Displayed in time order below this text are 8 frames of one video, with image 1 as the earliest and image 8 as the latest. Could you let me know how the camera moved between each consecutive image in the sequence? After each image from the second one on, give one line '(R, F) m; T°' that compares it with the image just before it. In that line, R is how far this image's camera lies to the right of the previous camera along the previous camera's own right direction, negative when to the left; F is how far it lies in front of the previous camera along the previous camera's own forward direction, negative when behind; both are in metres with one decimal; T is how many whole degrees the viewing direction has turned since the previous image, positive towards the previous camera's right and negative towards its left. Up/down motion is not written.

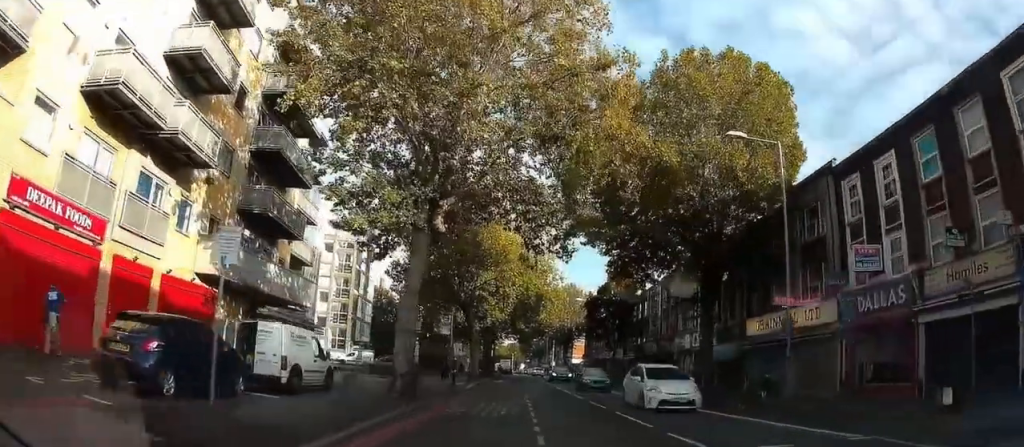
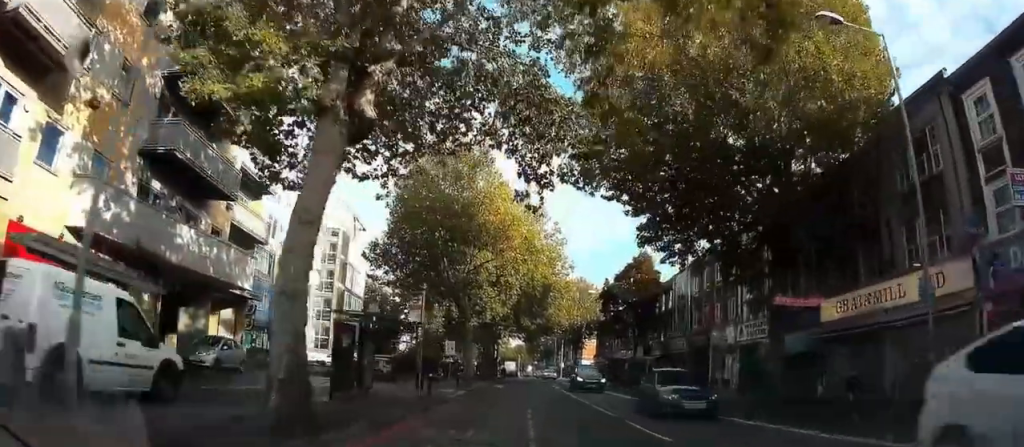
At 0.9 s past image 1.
(0.0, +8.2) m; -1°
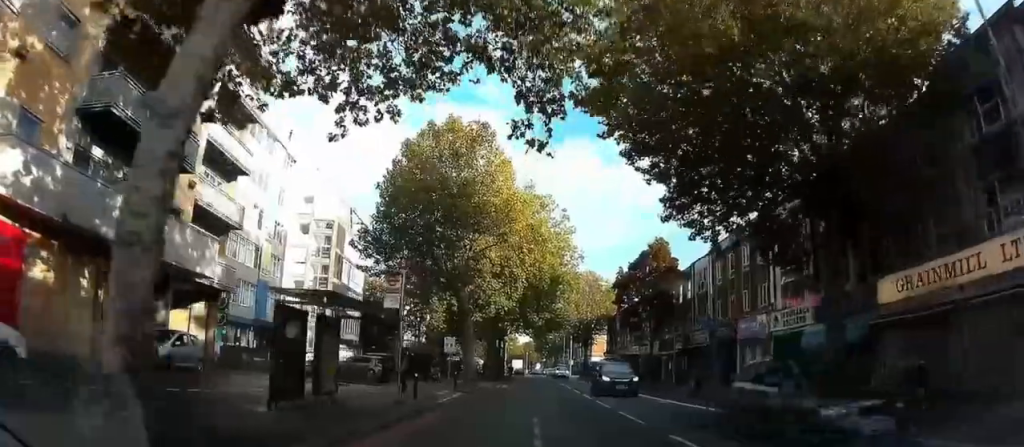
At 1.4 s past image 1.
(0.0, +4.0) m; -1°
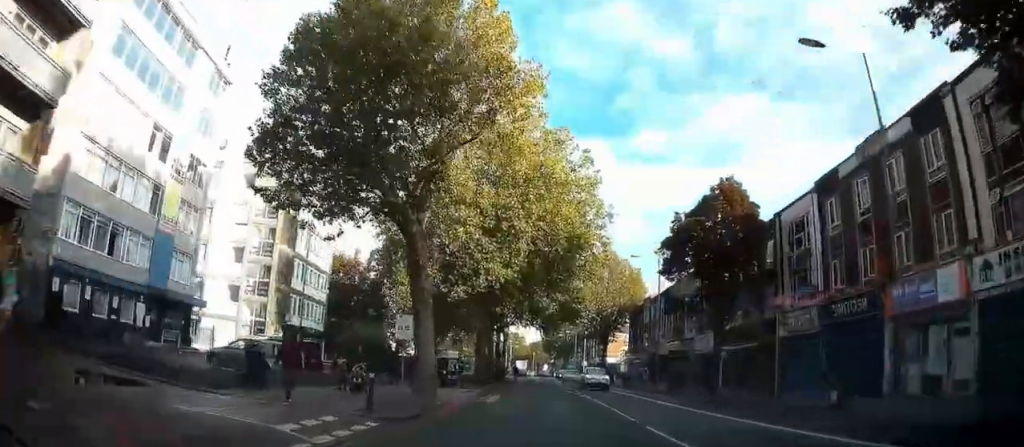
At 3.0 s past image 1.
(-0.5, +15.2) m; -2°
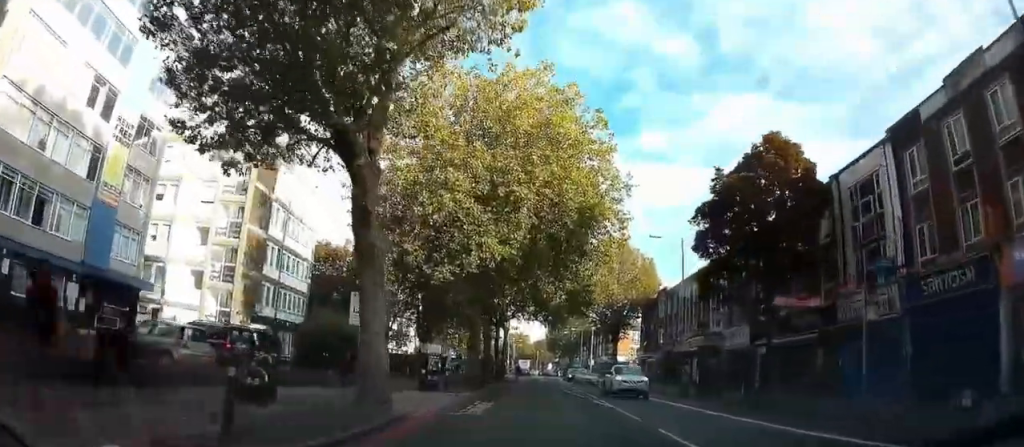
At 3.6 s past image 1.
(0.0, +6.1) m; +1°
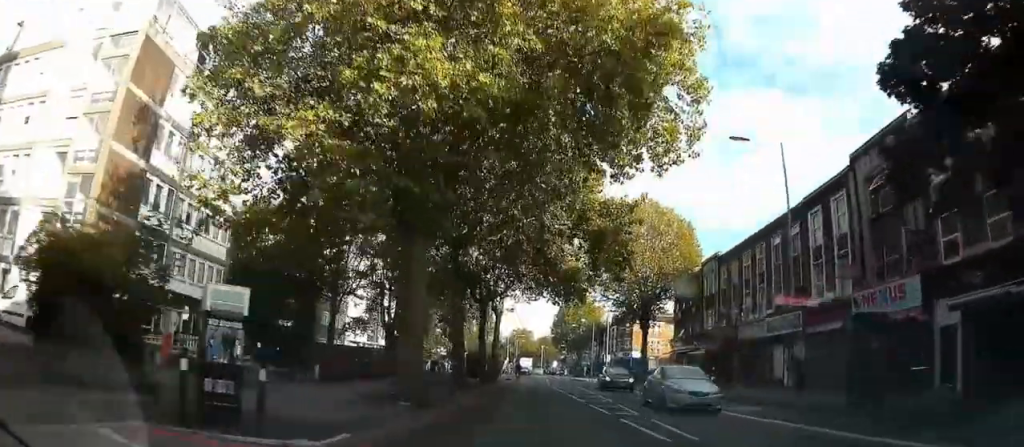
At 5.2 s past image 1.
(+0.1, +16.3) m; 0°
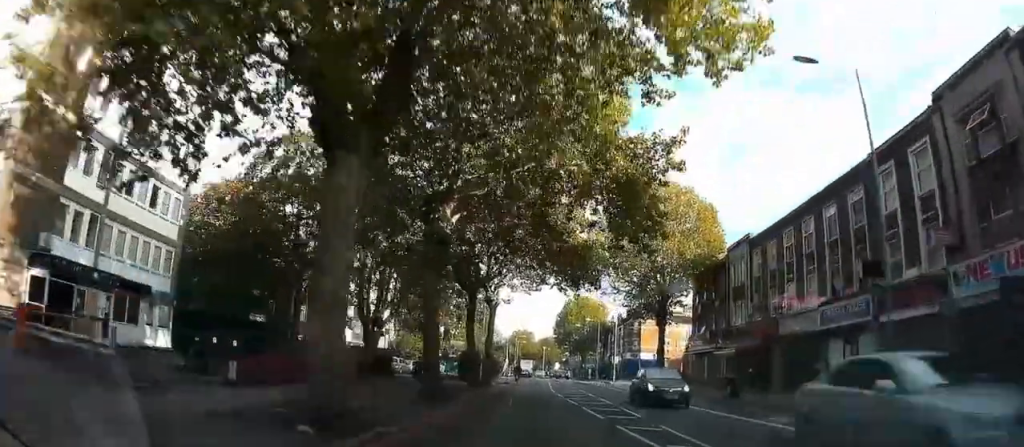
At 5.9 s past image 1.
(0.0, +6.4) m; 0°
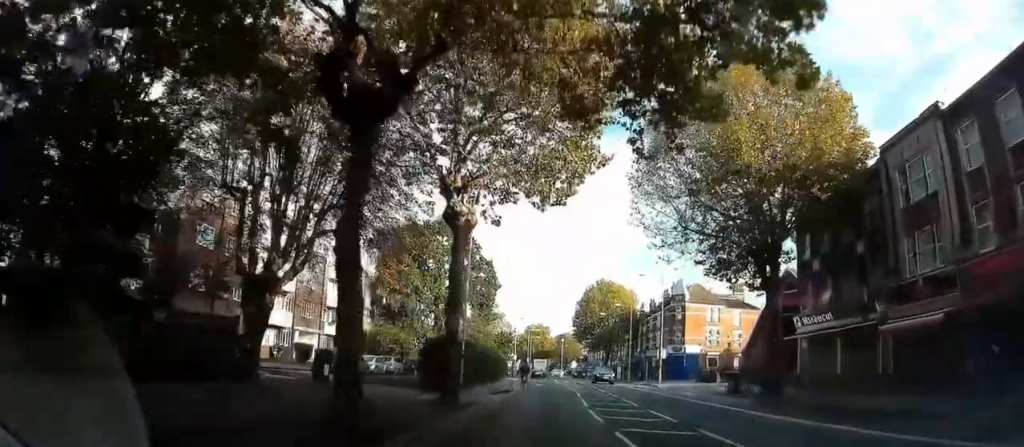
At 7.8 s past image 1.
(-0.1, +19.3) m; -2°
